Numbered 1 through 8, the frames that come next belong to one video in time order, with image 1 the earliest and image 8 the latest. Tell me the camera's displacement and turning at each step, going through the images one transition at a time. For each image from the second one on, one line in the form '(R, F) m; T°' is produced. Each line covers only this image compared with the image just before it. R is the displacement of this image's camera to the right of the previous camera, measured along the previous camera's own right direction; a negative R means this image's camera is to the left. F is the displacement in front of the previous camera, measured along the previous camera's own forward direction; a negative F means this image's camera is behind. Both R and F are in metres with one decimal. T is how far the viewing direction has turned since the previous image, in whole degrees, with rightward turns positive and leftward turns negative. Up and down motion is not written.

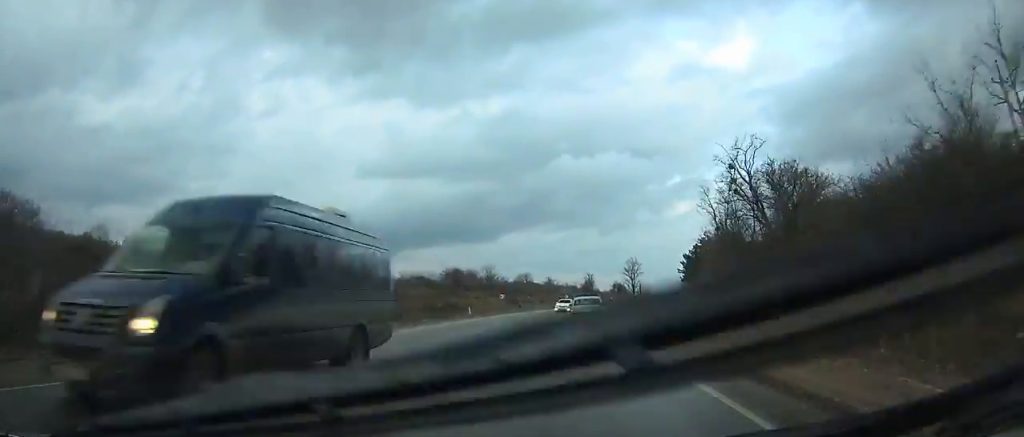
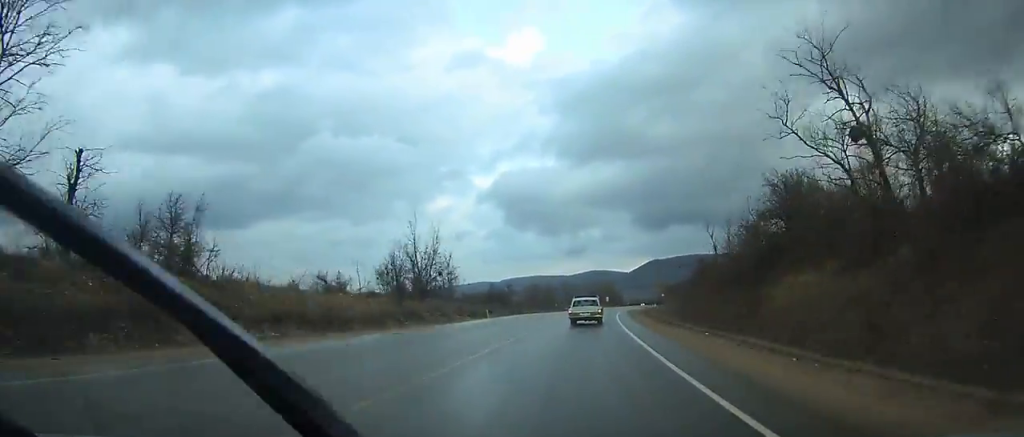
(+36.0, +186.6) m; +22°
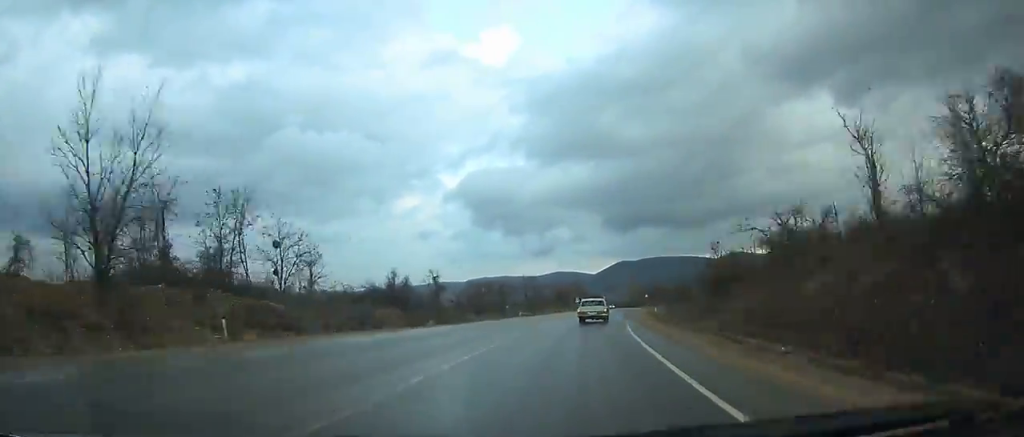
(+1.5, +39.4) m; +3°
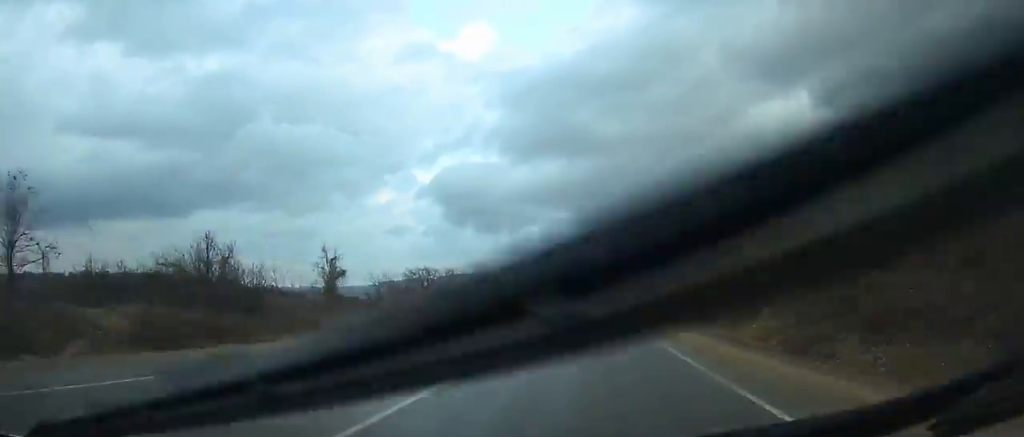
(+0.5, +27.9) m; +2°
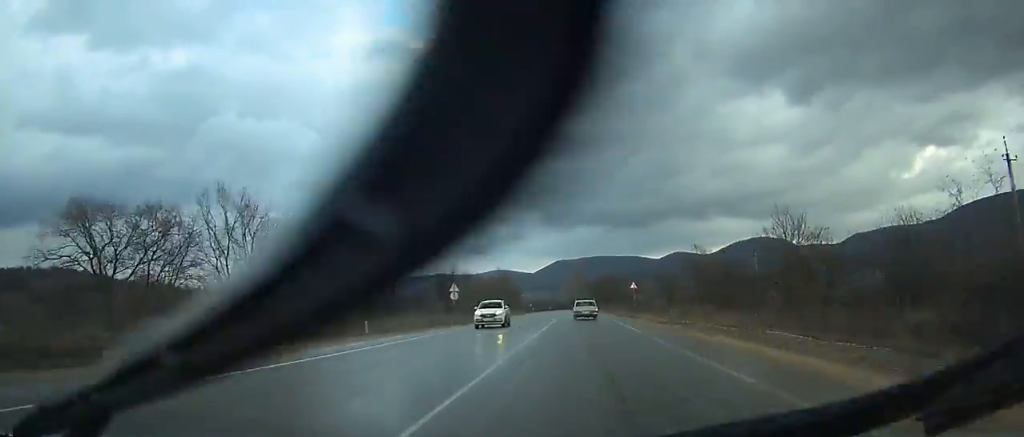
(+1.8, +62.1) m; +2°
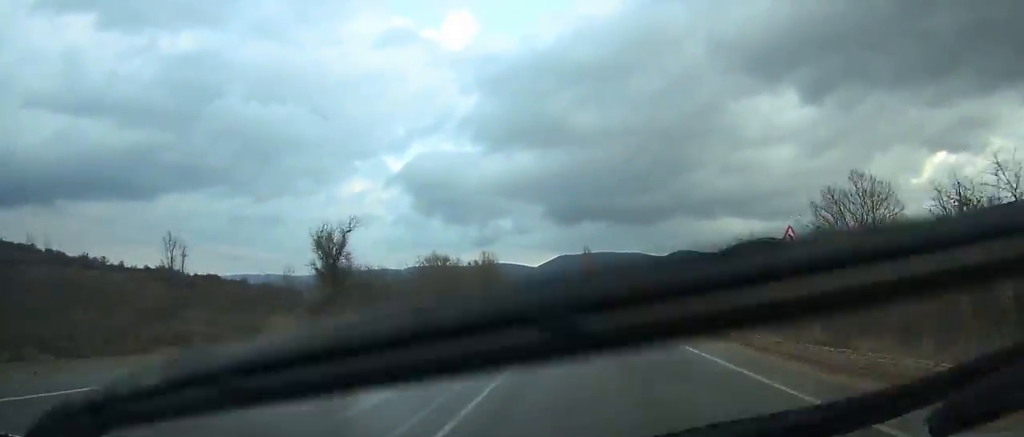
(+0.3, +45.2) m; 0°
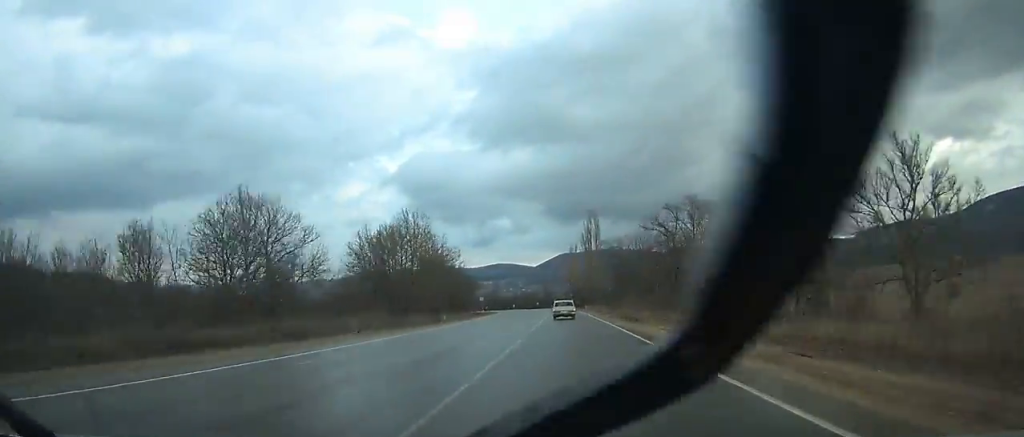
(-0.5, +81.2) m; -2°
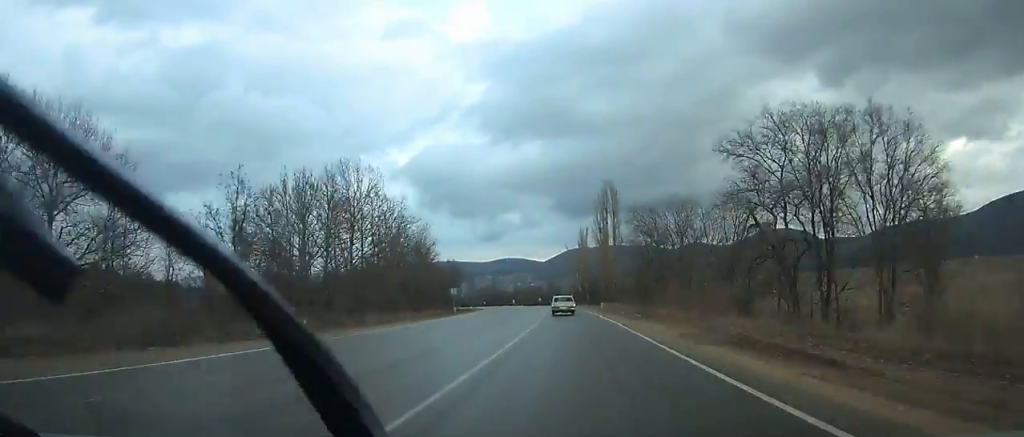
(-0.2, +28.7) m; -1°
